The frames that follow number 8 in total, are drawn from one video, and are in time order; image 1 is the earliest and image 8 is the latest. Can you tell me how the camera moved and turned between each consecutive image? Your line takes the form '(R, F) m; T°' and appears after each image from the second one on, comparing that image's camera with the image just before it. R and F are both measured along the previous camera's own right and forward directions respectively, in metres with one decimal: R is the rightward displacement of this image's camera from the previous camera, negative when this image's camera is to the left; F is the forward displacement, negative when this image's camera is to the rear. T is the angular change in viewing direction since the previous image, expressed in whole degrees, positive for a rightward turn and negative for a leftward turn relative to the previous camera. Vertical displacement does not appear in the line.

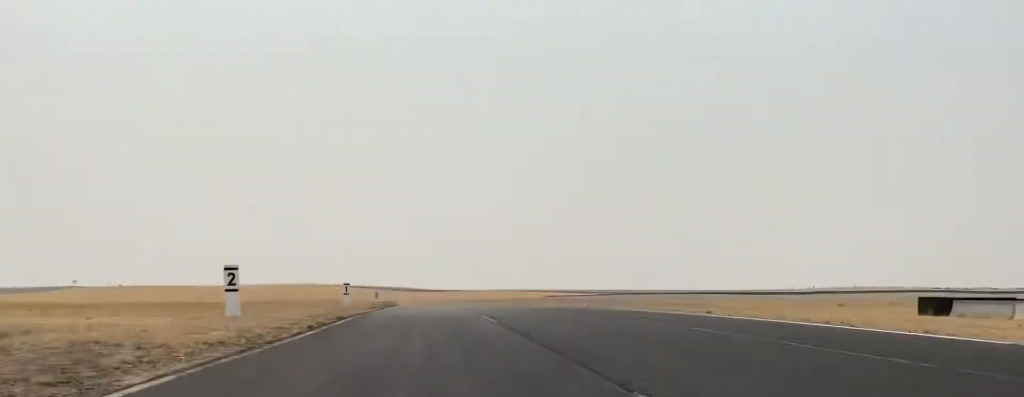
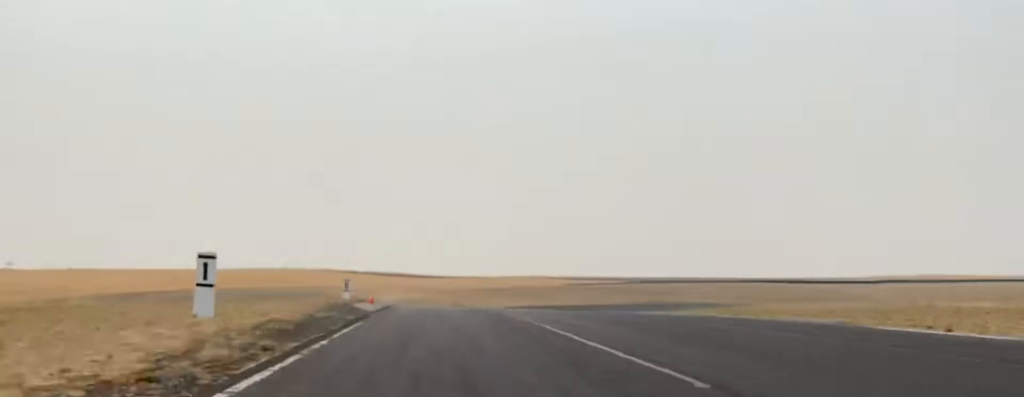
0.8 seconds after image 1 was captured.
(+0.3, +38.4) m; +1°
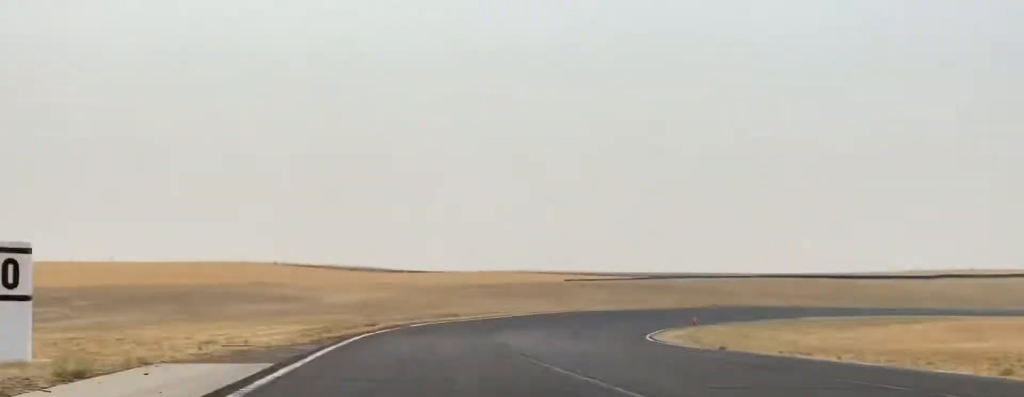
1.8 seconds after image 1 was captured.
(+0.3, +42.6) m; +5°
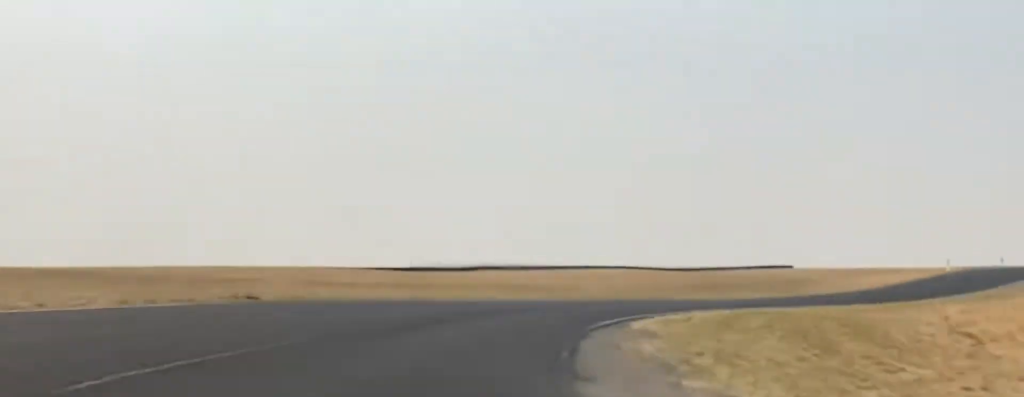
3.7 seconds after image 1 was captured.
(+20.1, +62.5) m; +45°
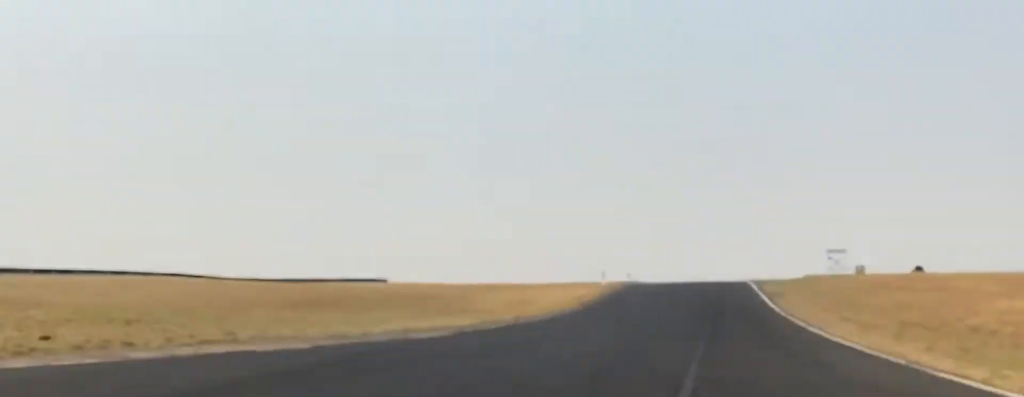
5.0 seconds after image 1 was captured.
(+13.0, +42.6) m; +30°
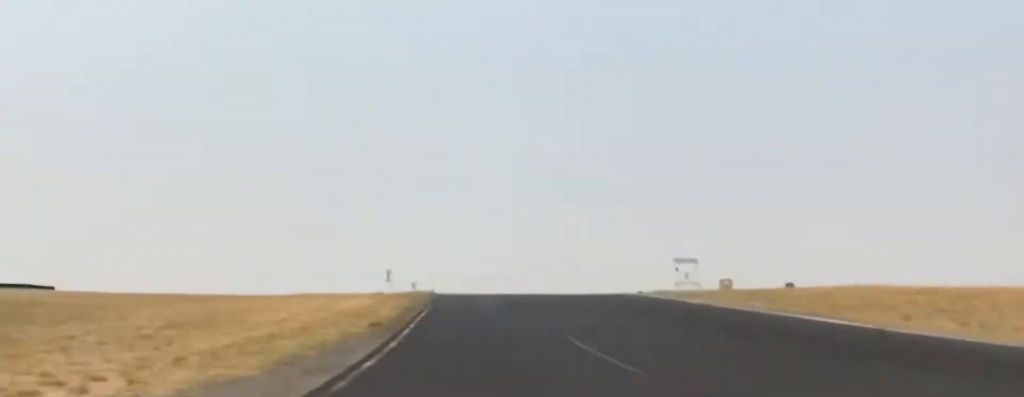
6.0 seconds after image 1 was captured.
(+7.5, +36.8) m; +15°
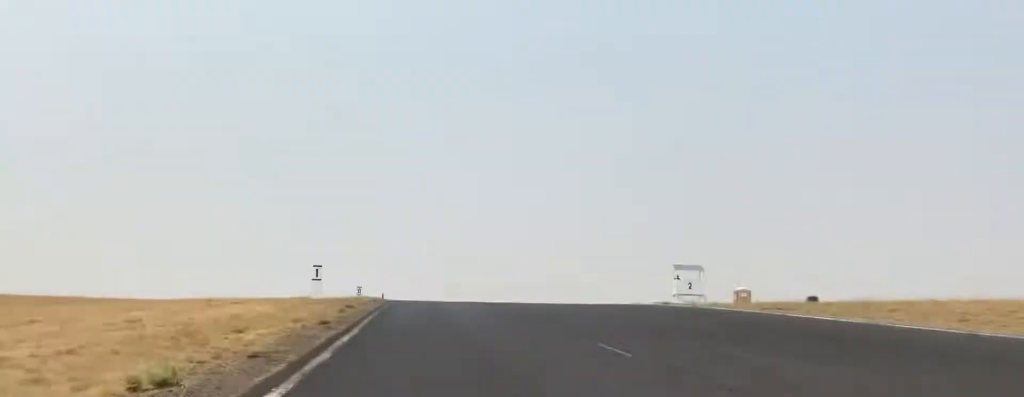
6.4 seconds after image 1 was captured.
(+1.6, +14.4) m; +1°
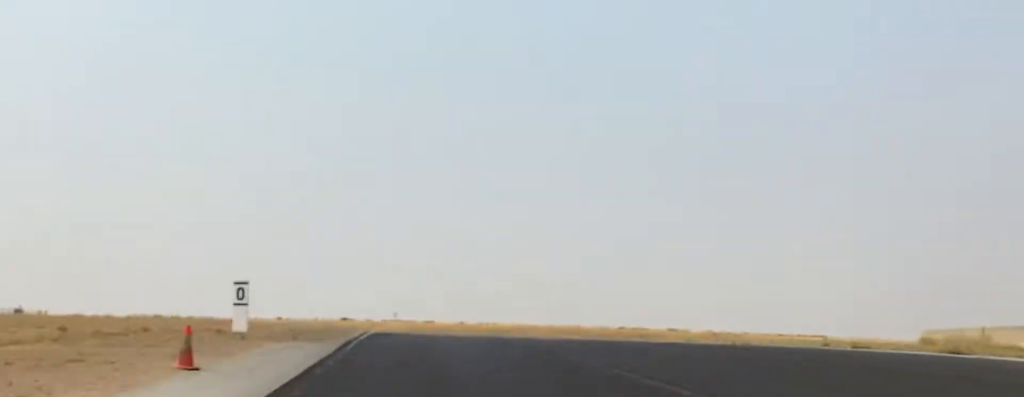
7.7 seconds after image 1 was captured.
(-1.7, +42.5) m; -4°
